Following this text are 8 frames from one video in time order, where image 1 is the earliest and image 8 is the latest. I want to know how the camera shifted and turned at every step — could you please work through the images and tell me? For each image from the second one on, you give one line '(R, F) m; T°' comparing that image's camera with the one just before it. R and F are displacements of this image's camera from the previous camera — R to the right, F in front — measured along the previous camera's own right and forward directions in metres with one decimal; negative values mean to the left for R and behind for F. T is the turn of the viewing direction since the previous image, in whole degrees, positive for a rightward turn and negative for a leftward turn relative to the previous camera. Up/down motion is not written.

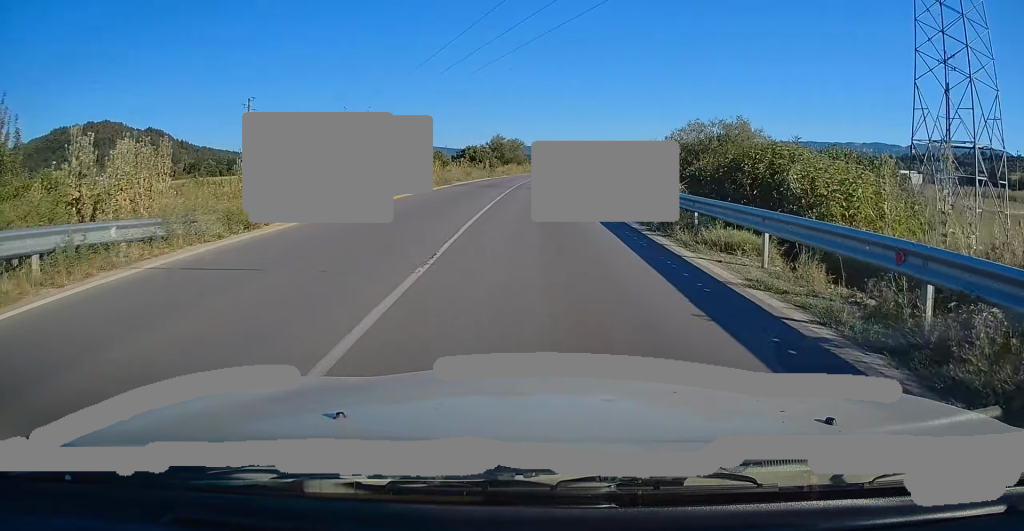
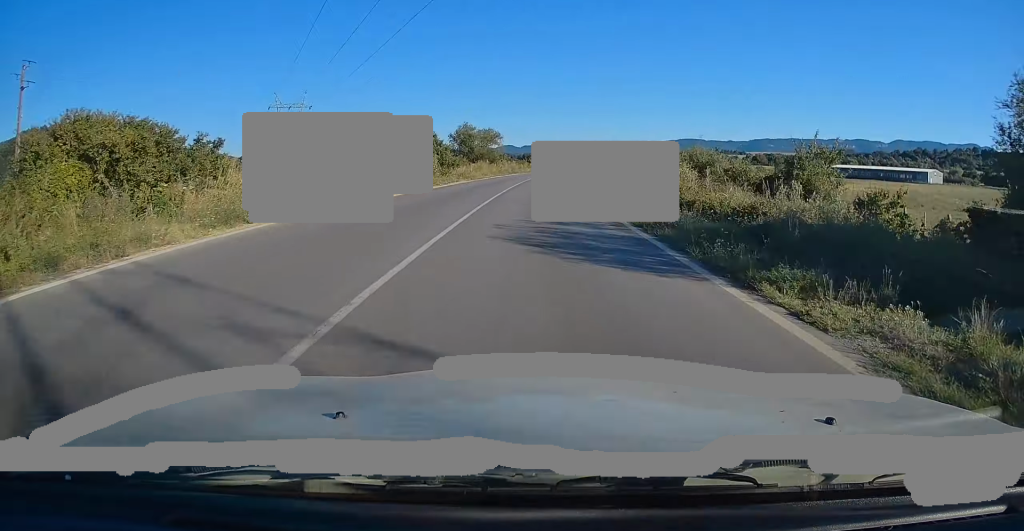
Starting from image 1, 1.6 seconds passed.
(+0.7, +32.9) m; +2°
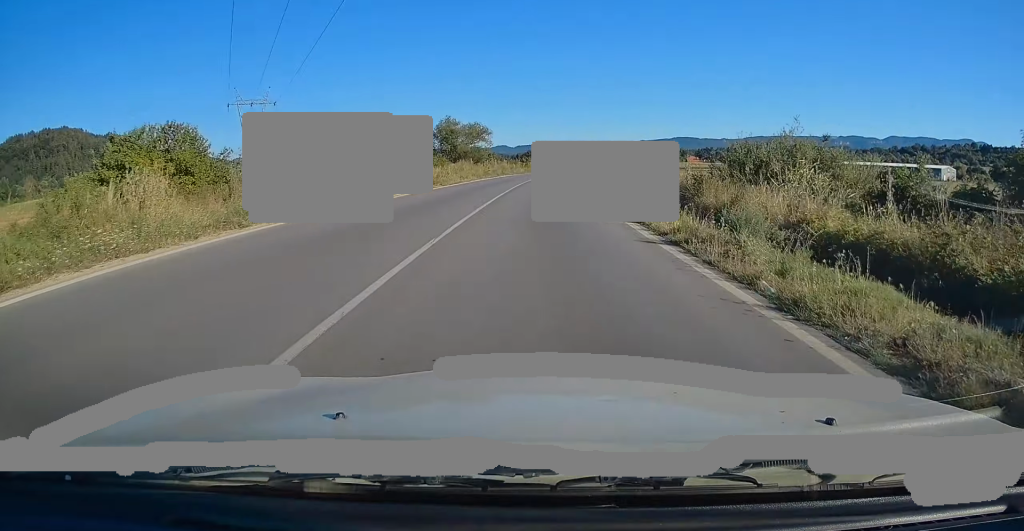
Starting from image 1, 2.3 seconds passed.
(0.0, +14.8) m; 0°
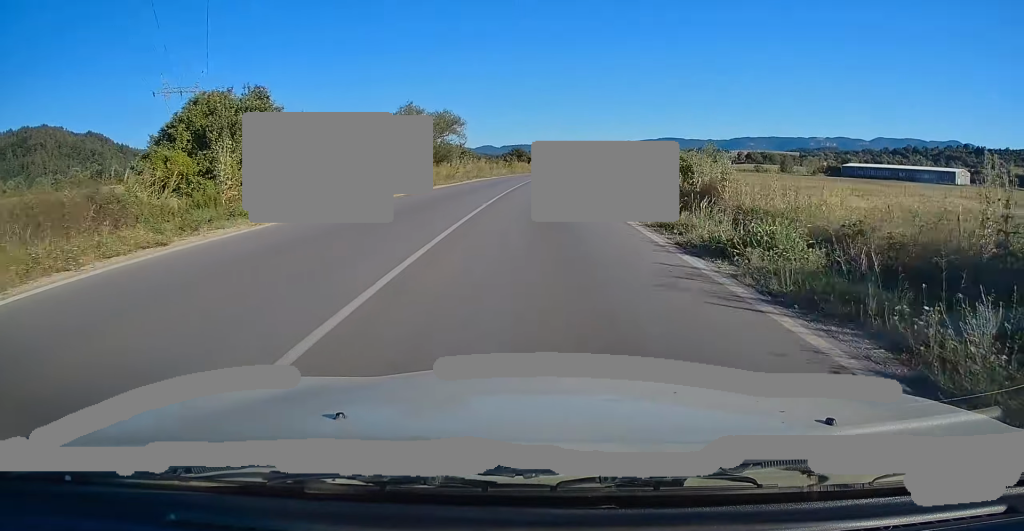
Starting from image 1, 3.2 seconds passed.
(+0.1, +19.7) m; +1°
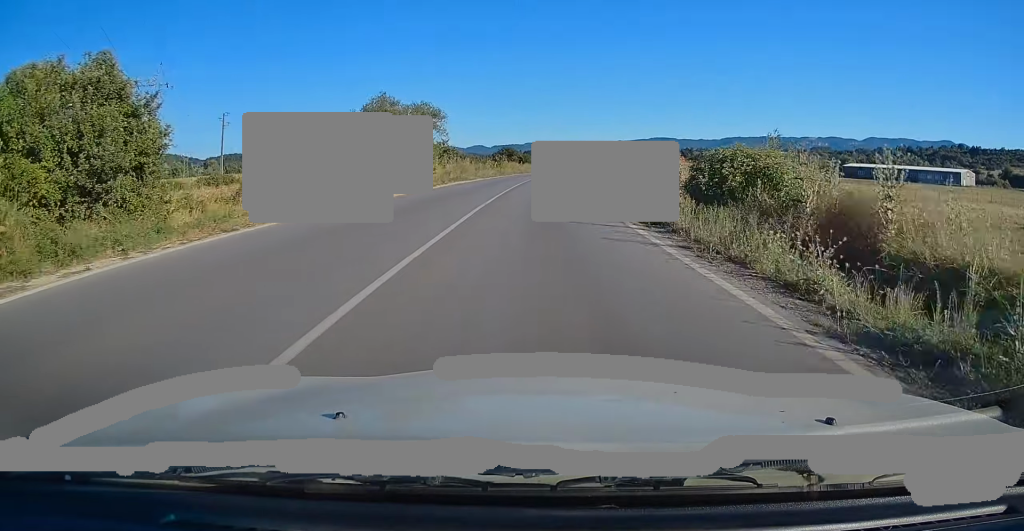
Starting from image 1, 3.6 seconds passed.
(0.0, +9.2) m; +1°
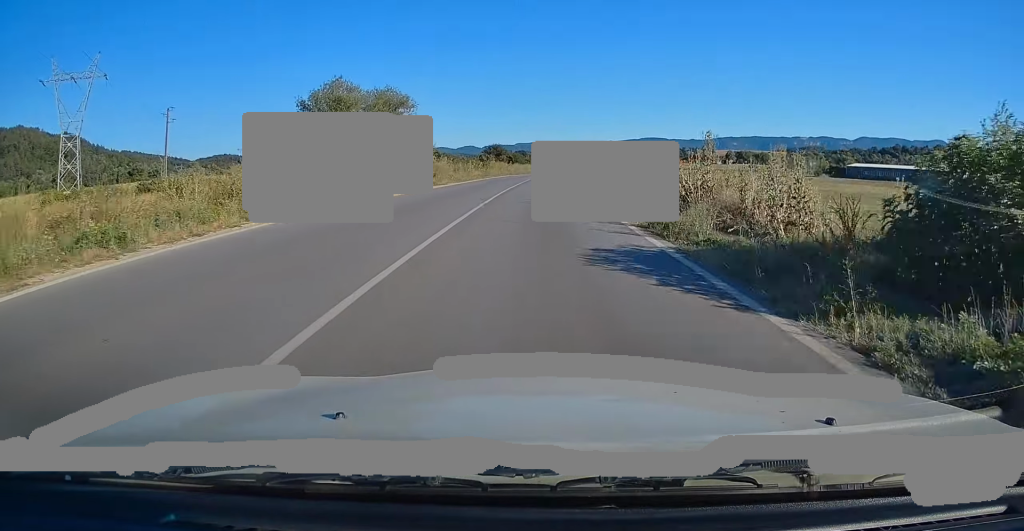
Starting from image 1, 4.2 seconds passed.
(-0.1, +11.9) m; +1°
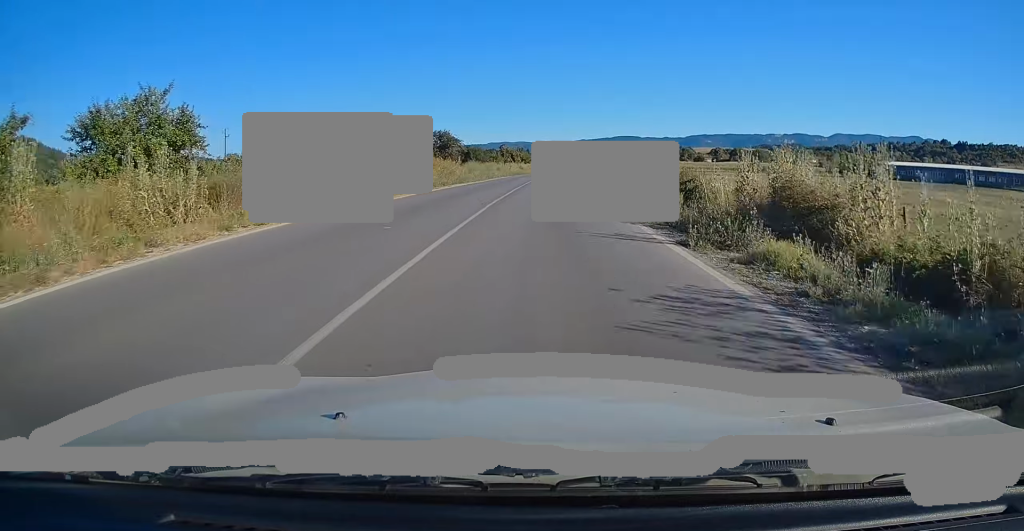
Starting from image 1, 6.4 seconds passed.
(+1.5, +46.6) m; +3°
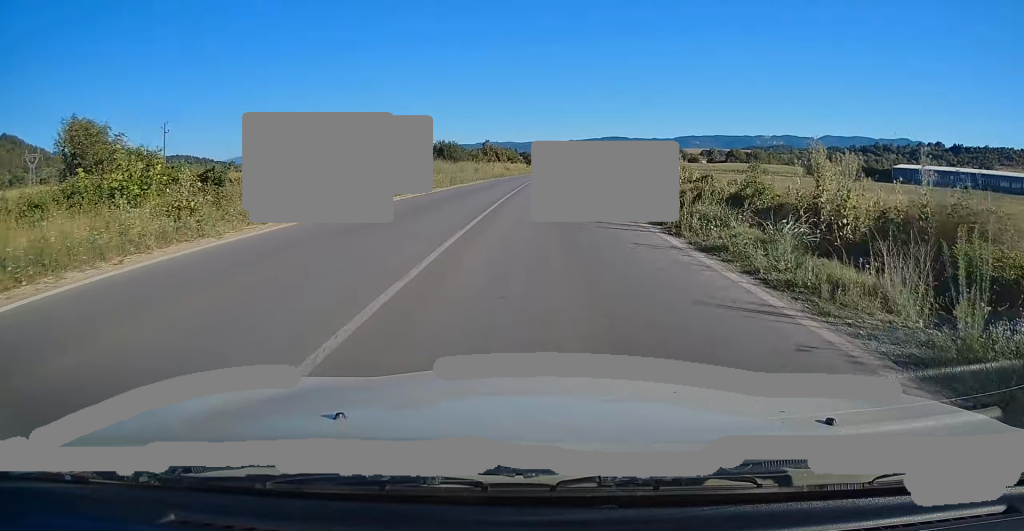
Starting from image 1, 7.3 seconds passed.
(+0.1, +18.2) m; +1°
